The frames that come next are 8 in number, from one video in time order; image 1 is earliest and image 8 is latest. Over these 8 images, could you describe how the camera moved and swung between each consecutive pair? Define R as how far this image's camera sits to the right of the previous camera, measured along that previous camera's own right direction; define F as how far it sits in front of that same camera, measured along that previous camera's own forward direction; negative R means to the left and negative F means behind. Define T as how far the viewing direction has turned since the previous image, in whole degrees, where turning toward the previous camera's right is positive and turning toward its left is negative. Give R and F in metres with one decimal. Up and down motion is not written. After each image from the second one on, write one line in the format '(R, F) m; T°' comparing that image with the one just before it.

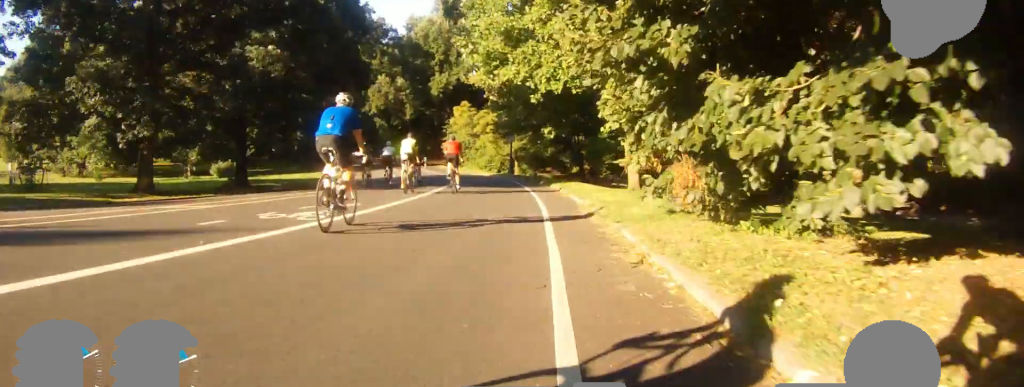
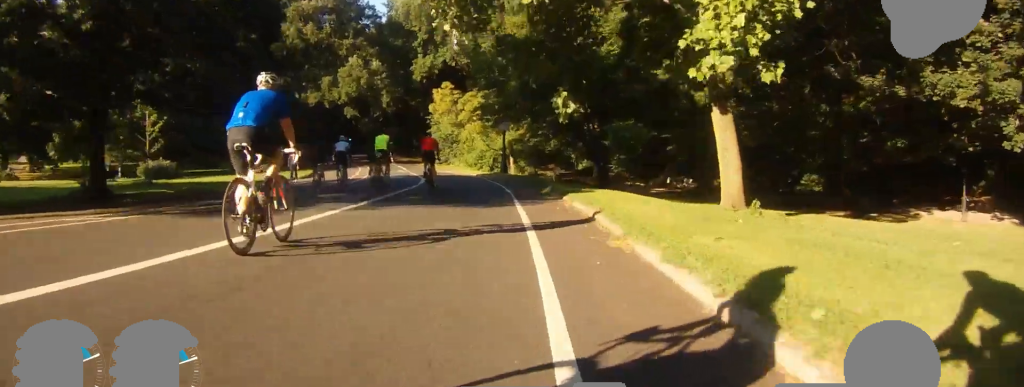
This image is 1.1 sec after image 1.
(-1.1, +11.6) m; -7°
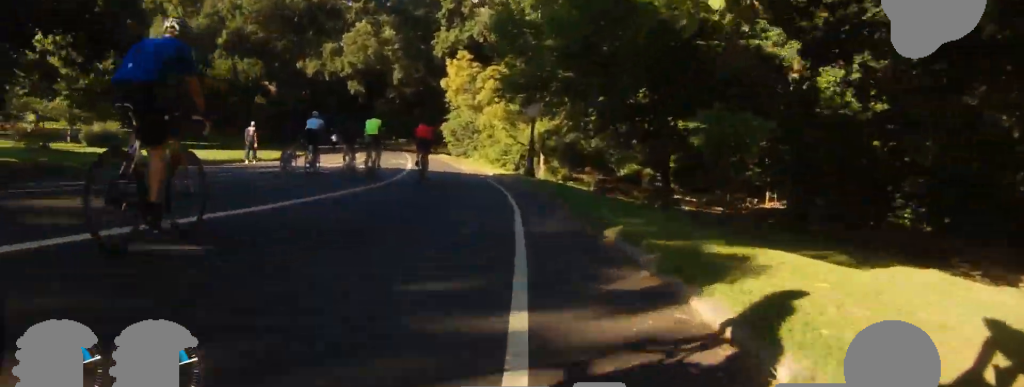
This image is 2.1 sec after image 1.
(-0.1, +10.3) m; -1°
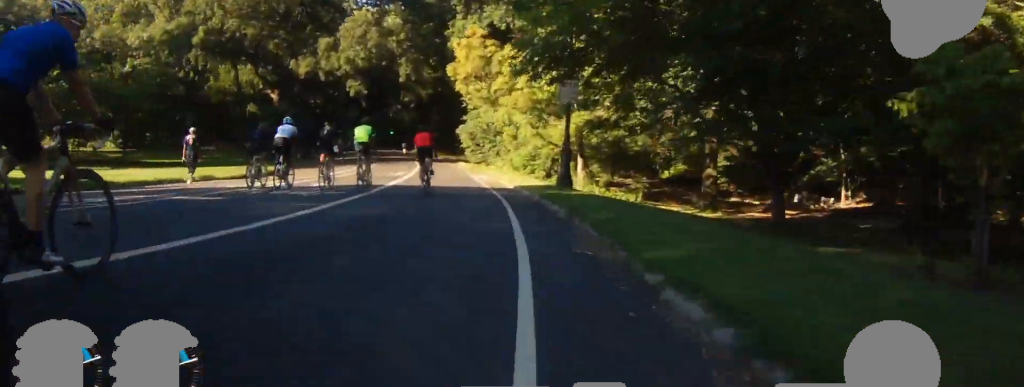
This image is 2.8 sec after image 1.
(0.0, +8.2) m; 0°
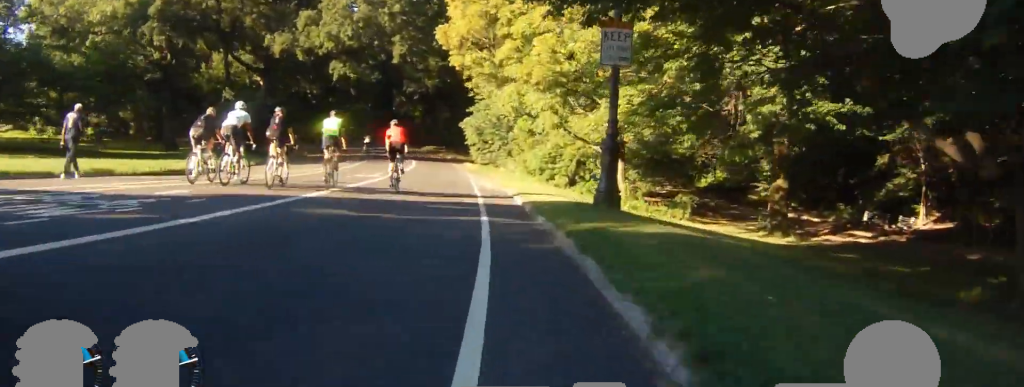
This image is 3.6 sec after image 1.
(0.0, +7.8) m; -1°
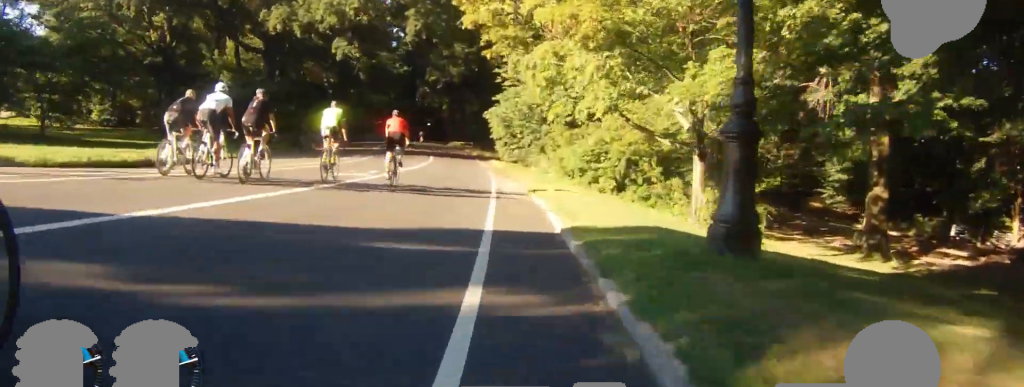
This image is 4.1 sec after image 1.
(+0.1, +5.7) m; -1°
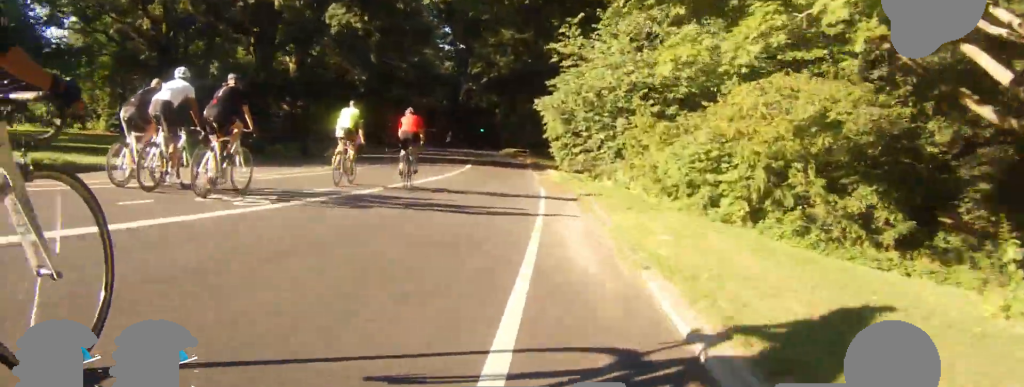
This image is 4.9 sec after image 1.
(-0.2, +8.9) m; -2°
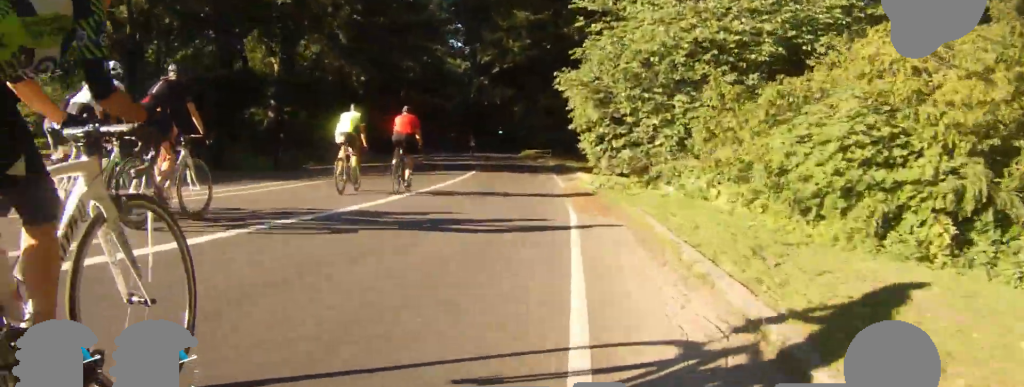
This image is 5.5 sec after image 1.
(-0.1, +6.5) m; -3°
